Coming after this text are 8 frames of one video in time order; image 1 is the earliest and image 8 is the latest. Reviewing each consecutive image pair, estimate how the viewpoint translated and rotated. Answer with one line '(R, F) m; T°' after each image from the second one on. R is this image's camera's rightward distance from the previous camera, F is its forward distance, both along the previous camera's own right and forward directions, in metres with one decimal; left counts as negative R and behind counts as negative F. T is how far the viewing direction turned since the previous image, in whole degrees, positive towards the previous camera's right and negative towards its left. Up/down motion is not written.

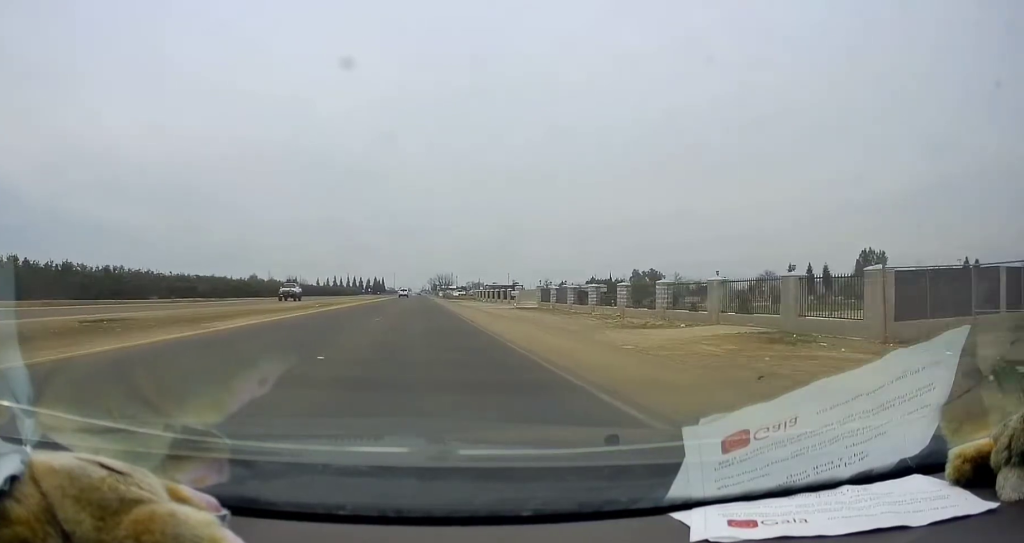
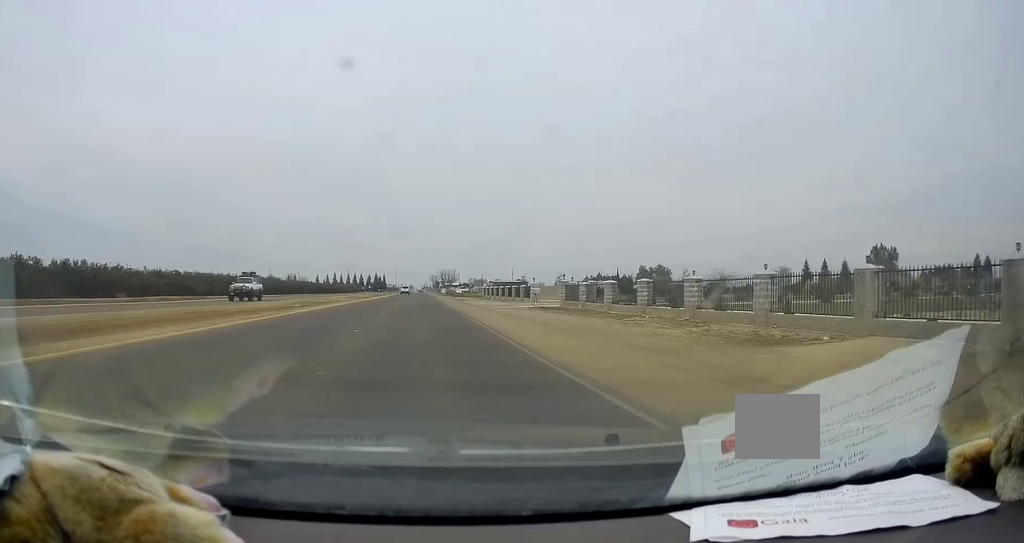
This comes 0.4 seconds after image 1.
(-0.1, +8.7) m; 0°
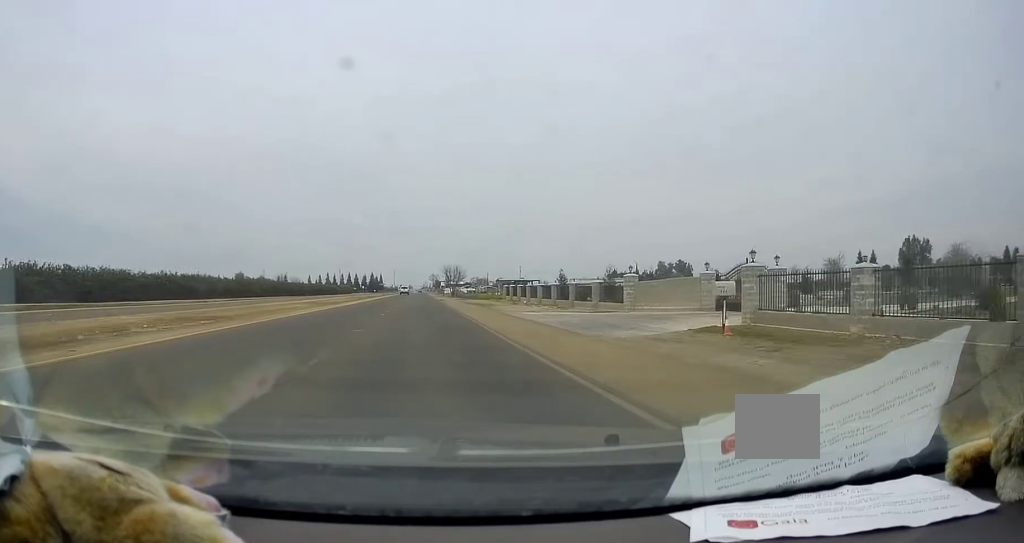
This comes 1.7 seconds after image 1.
(+0.2, +27.7) m; 0°
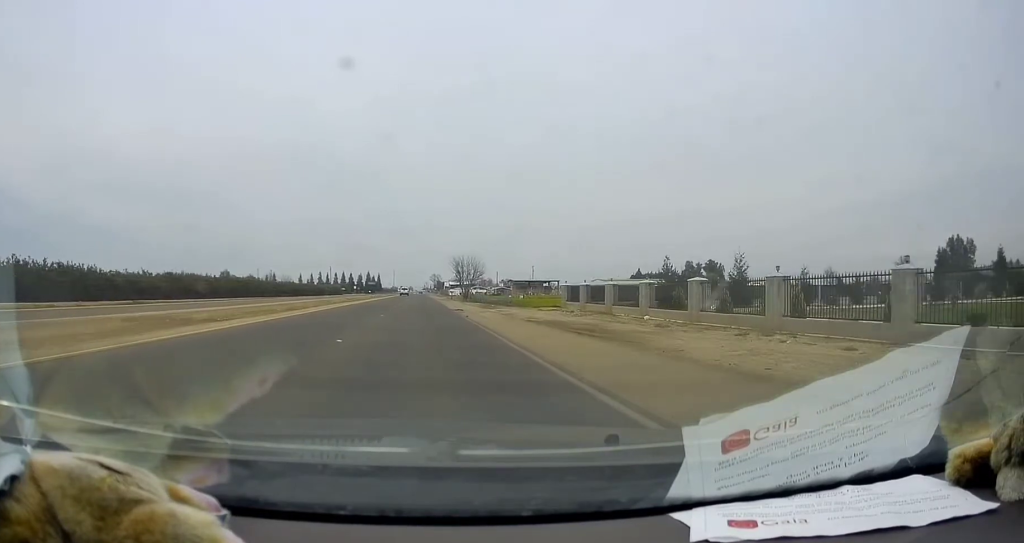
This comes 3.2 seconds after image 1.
(-0.5, +33.0) m; -1°
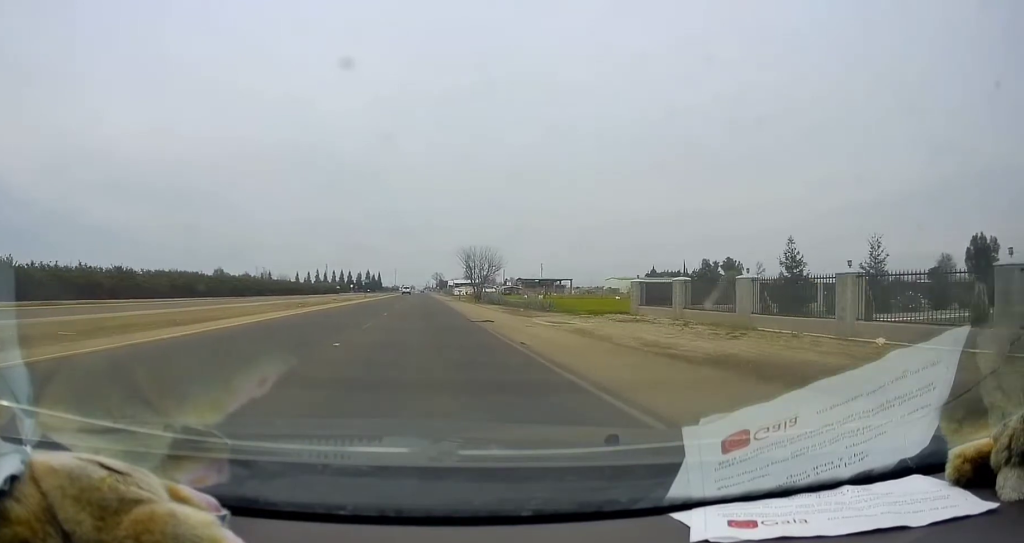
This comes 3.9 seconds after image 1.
(0.0, +15.6) m; 0°
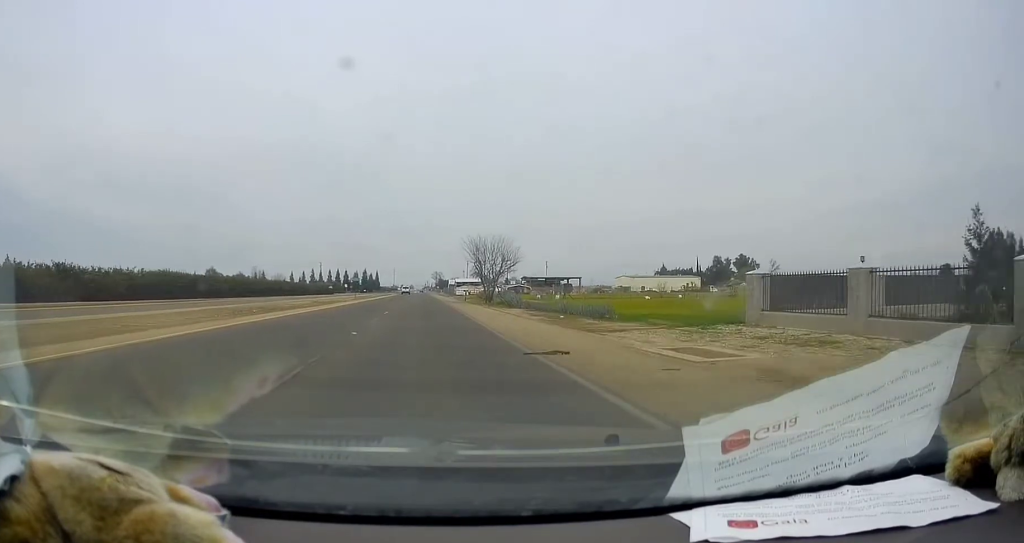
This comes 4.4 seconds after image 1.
(0.0, +12.7) m; 0°
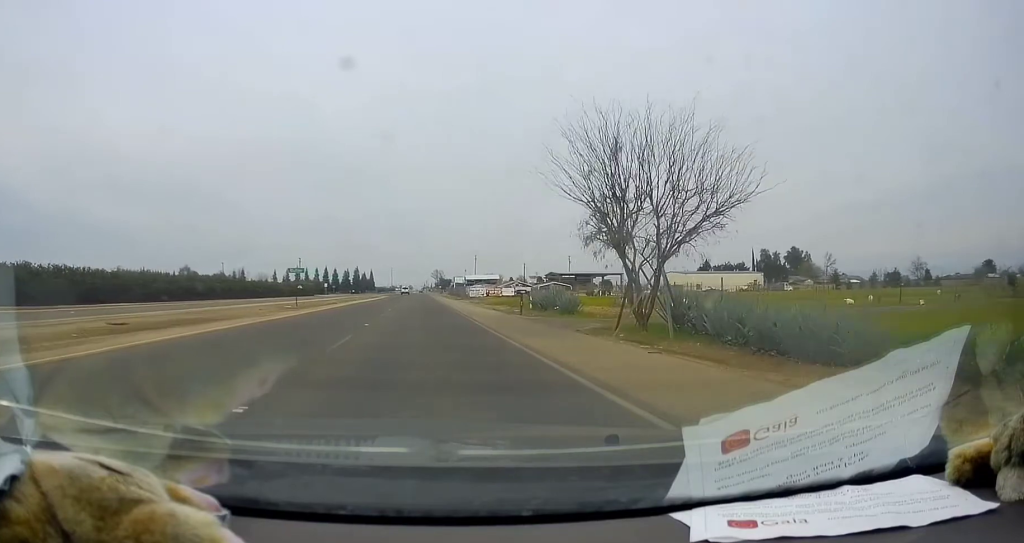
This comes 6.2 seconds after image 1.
(0.0, +39.4) m; +2°
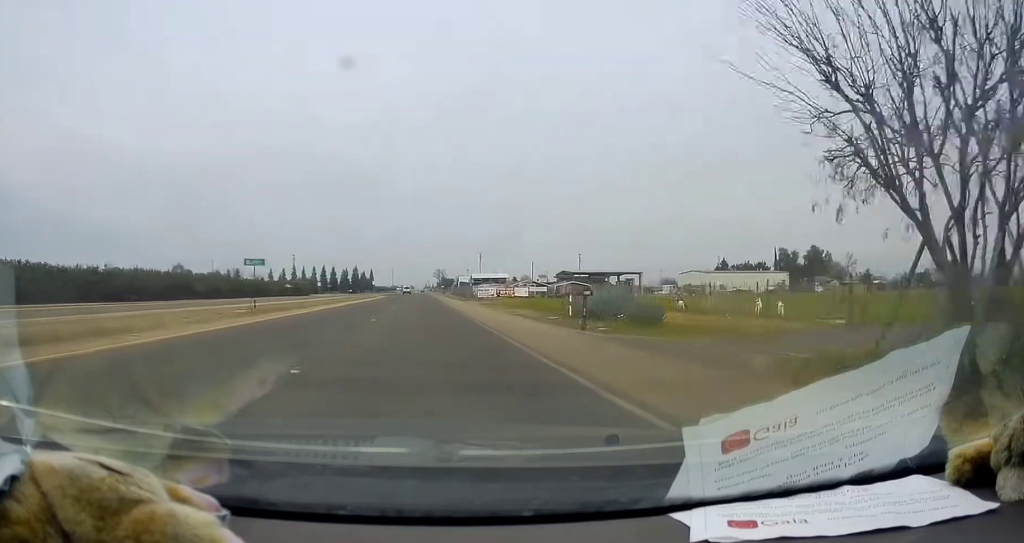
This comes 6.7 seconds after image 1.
(+0.3, +12.0) m; 0°
